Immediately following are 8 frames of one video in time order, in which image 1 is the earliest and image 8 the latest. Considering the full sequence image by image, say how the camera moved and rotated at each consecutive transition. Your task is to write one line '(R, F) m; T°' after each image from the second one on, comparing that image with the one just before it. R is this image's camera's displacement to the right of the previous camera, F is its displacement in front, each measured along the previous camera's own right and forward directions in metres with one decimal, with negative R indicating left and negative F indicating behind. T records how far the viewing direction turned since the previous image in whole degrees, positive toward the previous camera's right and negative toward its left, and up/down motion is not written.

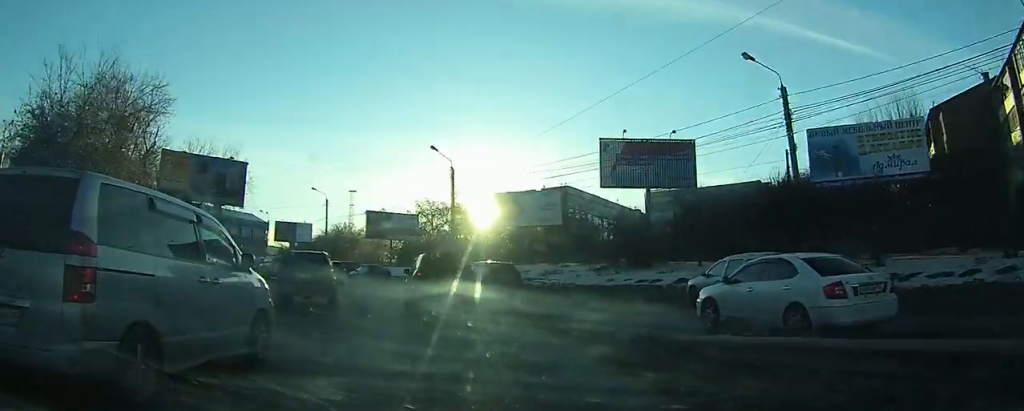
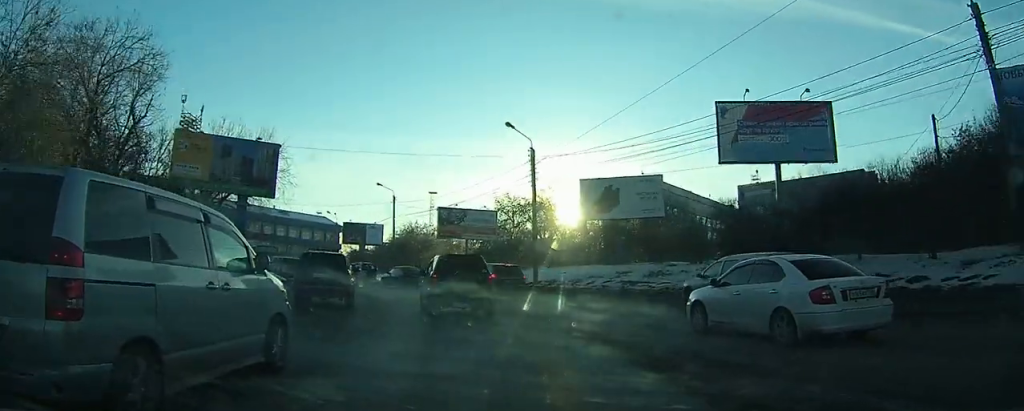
(-1.2, +7.8) m; -12°
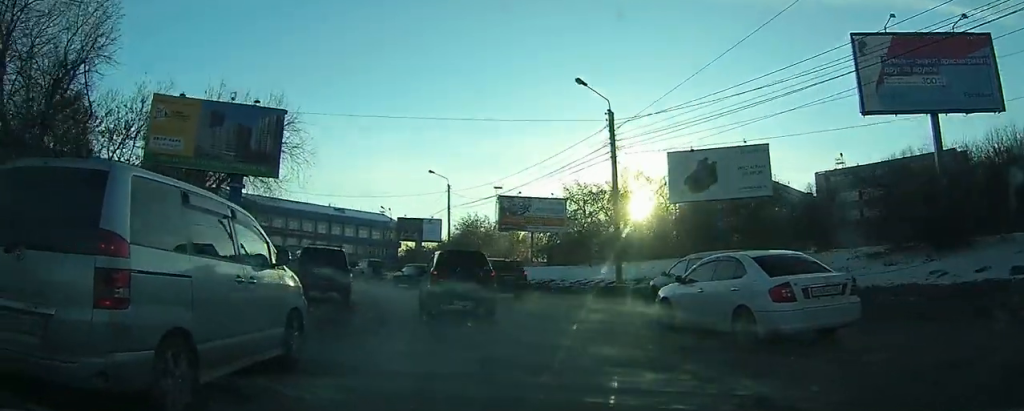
(-0.3, +8.1) m; -2°
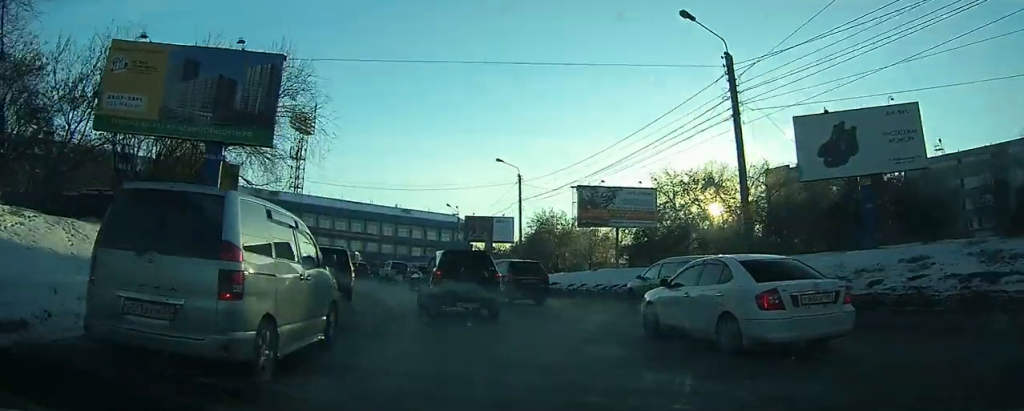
(0.0, +8.2) m; -8°
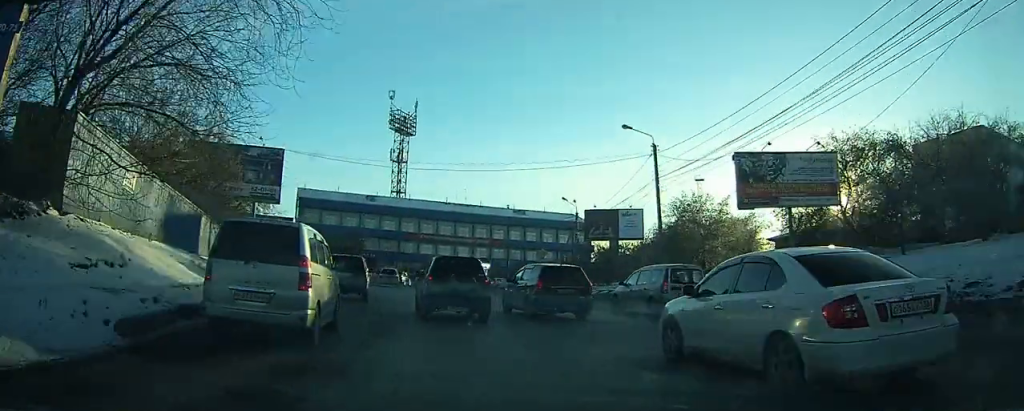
(-1.9, +12.5) m; -13°
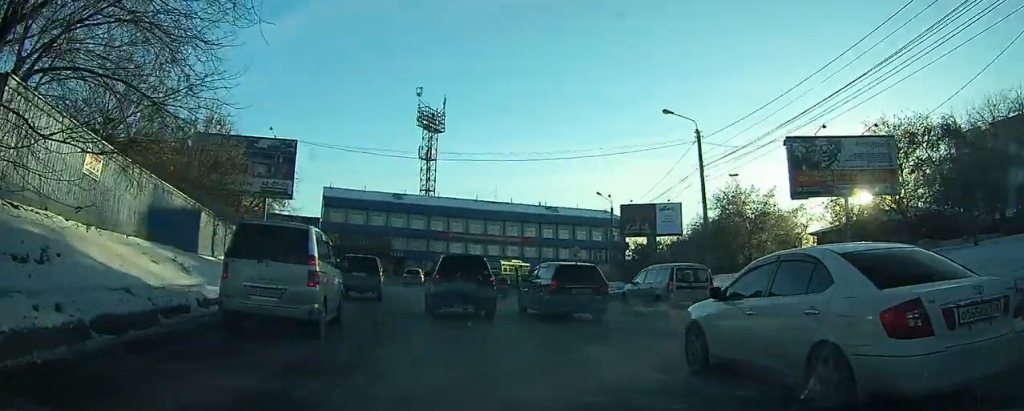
(-0.1, +2.9) m; -2°
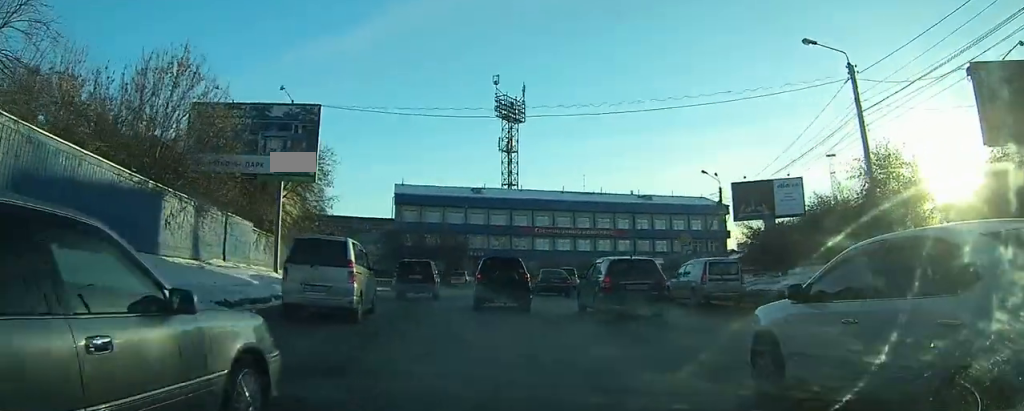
(-0.7, +8.8) m; -9°
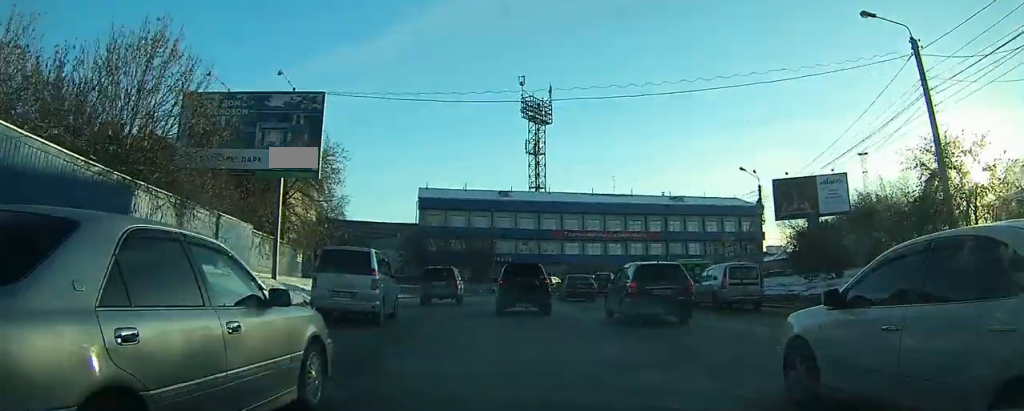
(0.0, +3.0) m; -3°
